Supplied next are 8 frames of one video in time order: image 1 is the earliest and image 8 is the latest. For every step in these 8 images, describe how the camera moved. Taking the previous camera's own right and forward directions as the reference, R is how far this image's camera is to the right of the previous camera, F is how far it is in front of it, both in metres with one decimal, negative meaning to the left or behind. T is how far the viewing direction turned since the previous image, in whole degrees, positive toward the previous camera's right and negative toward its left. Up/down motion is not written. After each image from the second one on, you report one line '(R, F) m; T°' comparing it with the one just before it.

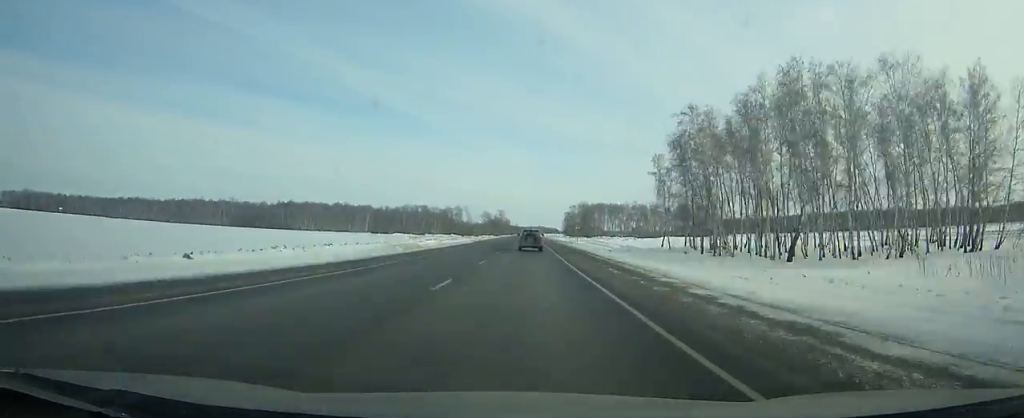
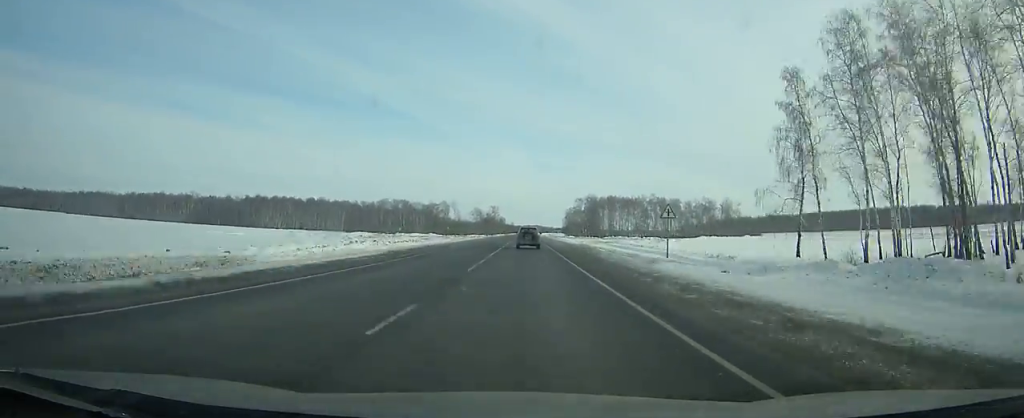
(-0.1, +53.6) m; 0°
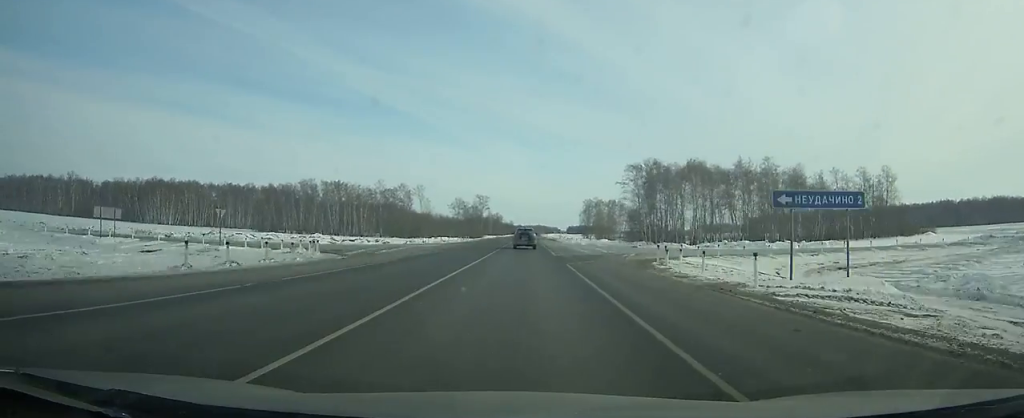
(-0.1, +127.6) m; 0°
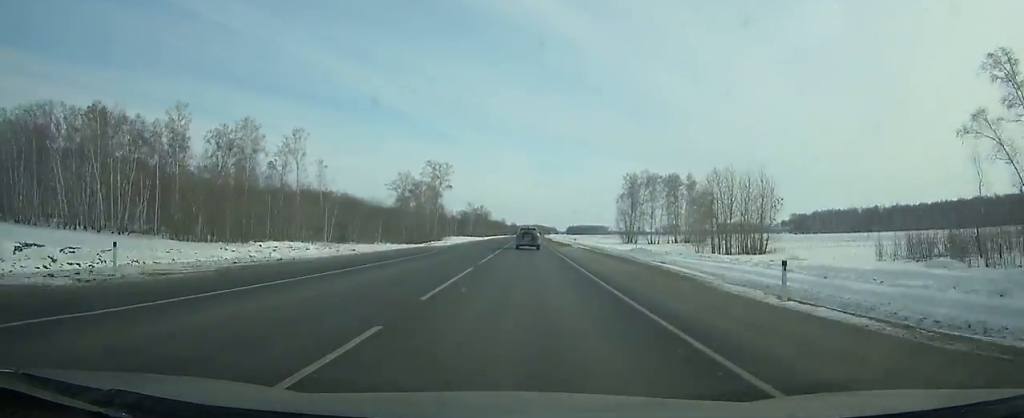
(+0.7, +134.8) m; +1°
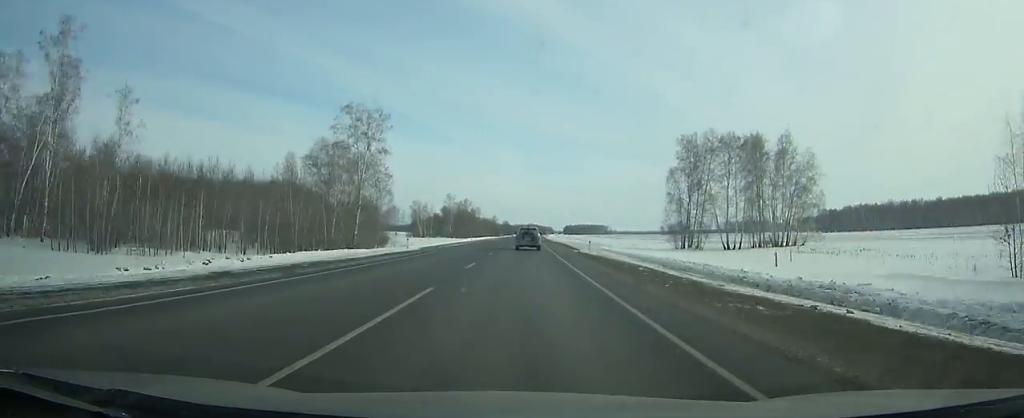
(0.0, +66.1) m; 0°
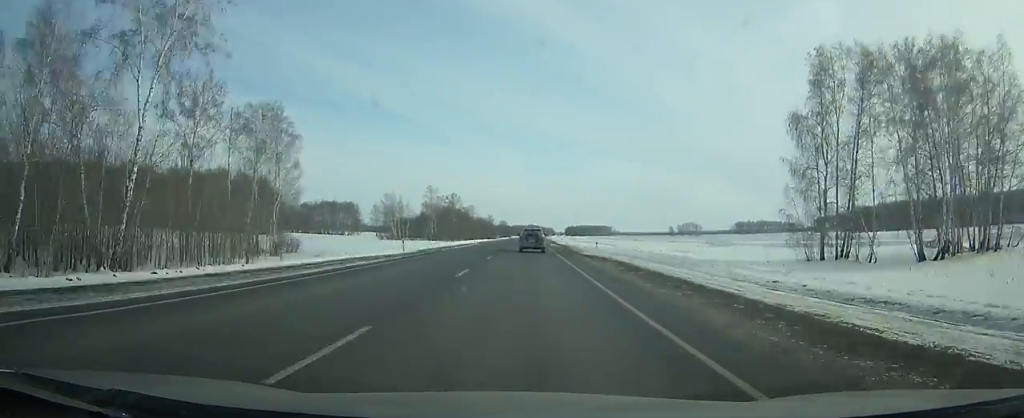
(0.0, +50.2) m; 0°
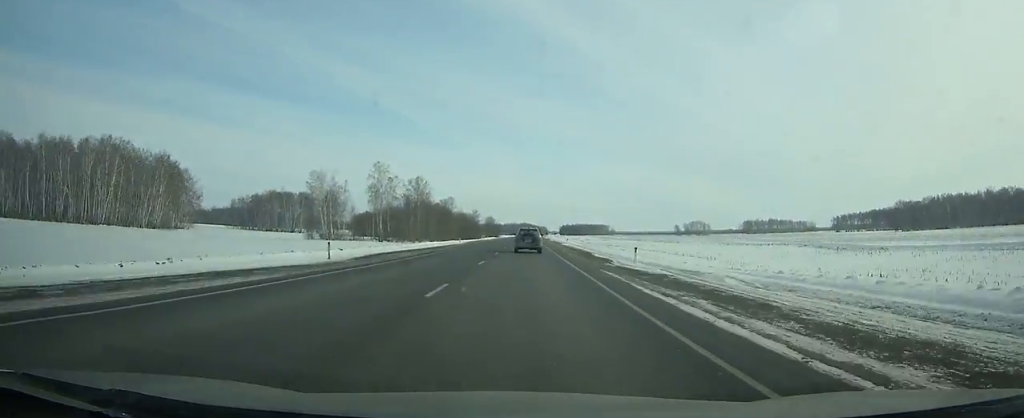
(+0.1, +66.0) m; +1°
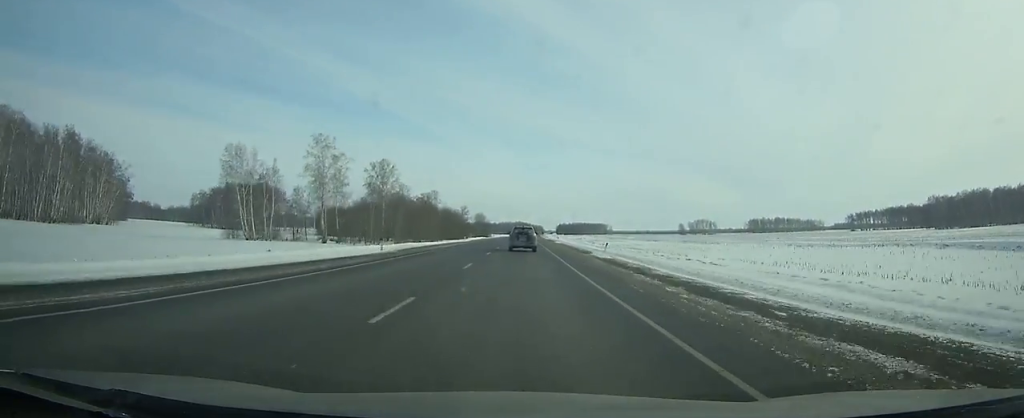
(+0.2, +39.6) m; 0°
